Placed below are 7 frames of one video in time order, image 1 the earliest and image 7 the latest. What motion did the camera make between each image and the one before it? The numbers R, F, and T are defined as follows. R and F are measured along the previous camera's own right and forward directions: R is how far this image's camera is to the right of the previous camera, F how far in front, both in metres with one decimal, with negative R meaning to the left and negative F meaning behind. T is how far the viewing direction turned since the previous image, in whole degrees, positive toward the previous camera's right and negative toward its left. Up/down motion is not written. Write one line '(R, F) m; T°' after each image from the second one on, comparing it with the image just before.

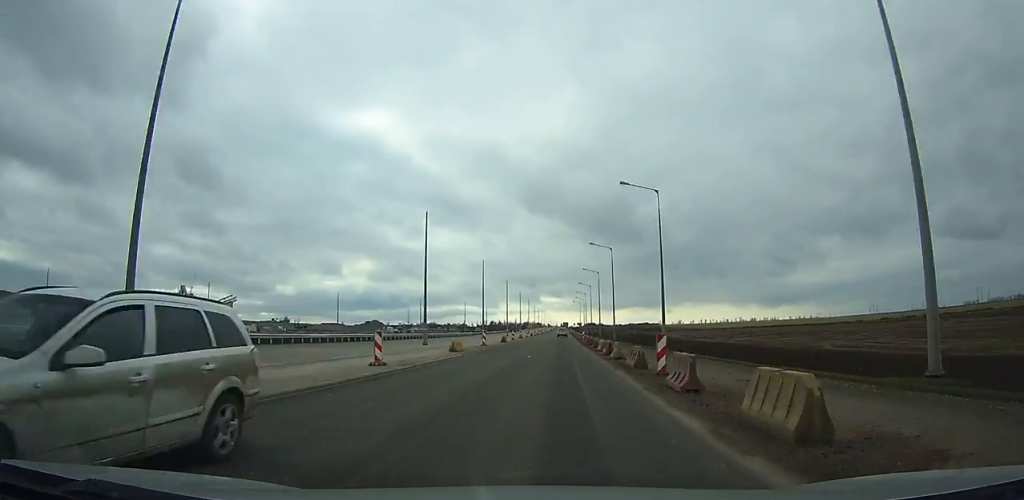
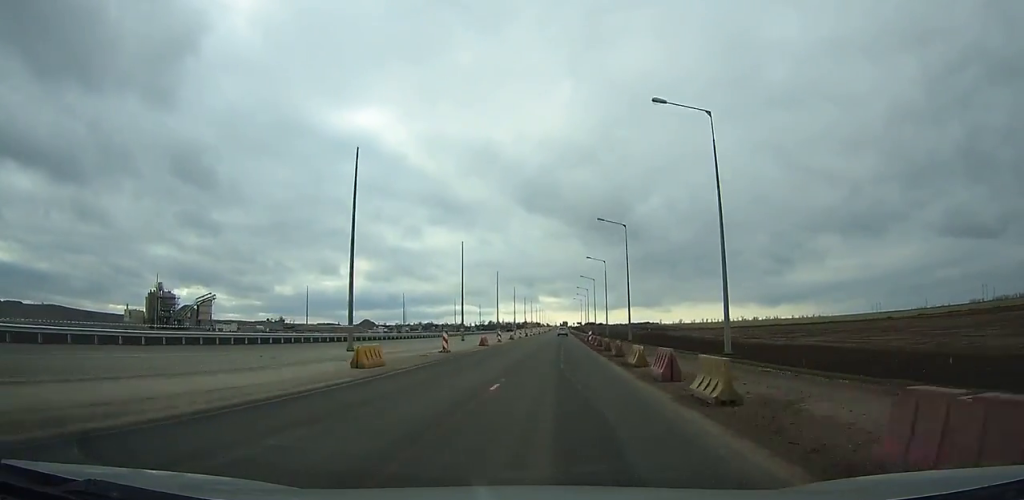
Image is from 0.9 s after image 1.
(0.0, +16.5) m; 0°
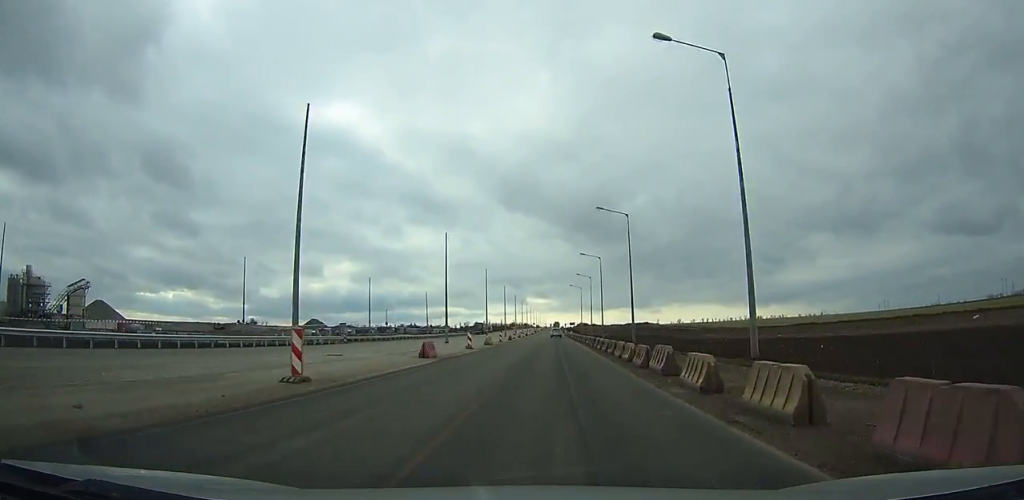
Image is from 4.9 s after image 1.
(+0.6, +70.4) m; 0°
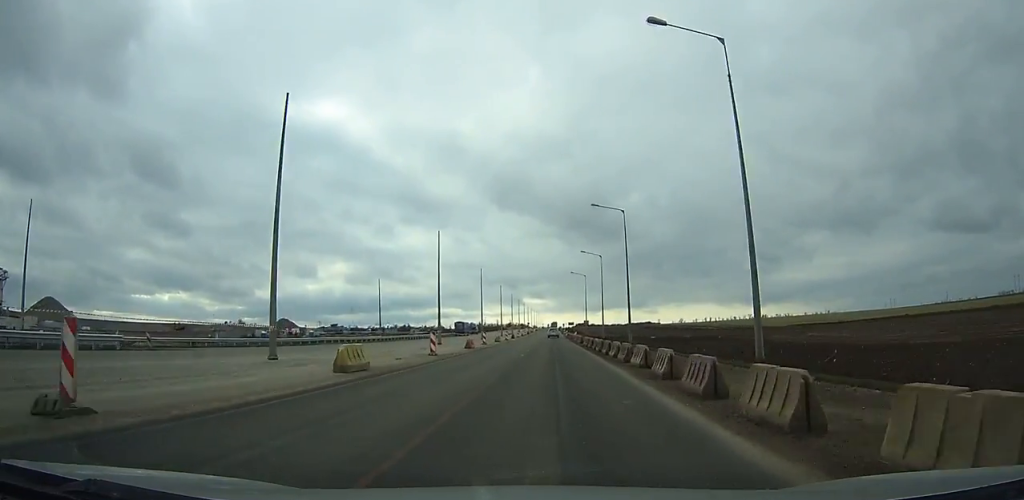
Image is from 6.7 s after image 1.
(-0.1, +33.8) m; 0°
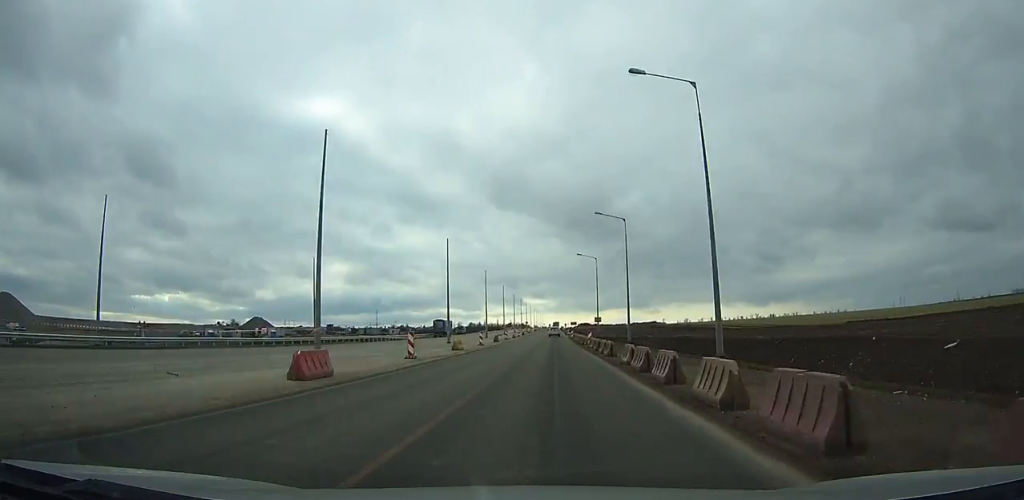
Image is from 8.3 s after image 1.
(0.0, +27.8) m; 0°
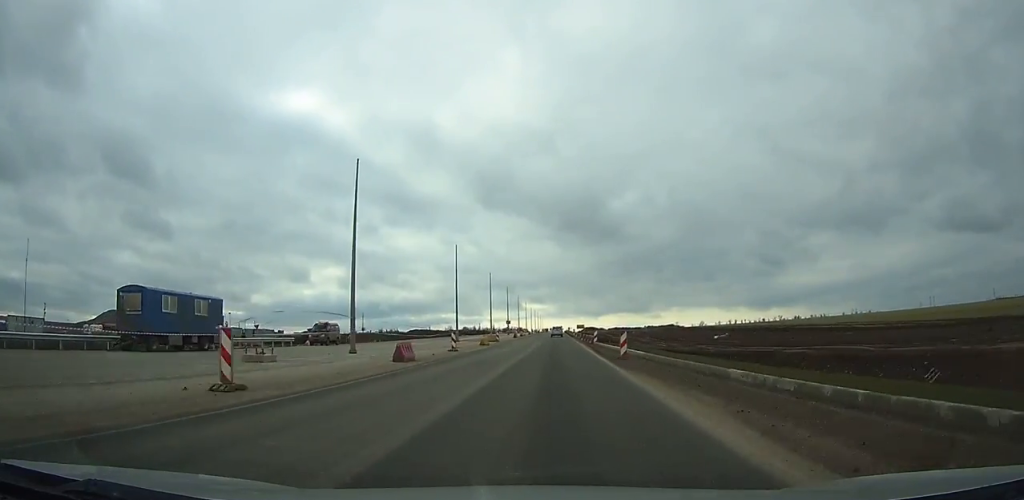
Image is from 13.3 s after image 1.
(+0.2, +91.6) m; 0°
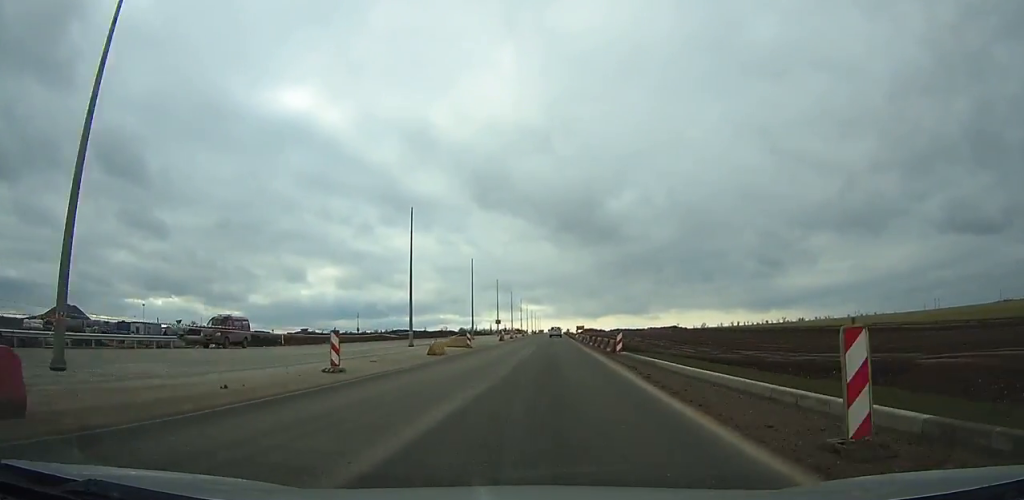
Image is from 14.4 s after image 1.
(0.0, +19.2) m; 0°
